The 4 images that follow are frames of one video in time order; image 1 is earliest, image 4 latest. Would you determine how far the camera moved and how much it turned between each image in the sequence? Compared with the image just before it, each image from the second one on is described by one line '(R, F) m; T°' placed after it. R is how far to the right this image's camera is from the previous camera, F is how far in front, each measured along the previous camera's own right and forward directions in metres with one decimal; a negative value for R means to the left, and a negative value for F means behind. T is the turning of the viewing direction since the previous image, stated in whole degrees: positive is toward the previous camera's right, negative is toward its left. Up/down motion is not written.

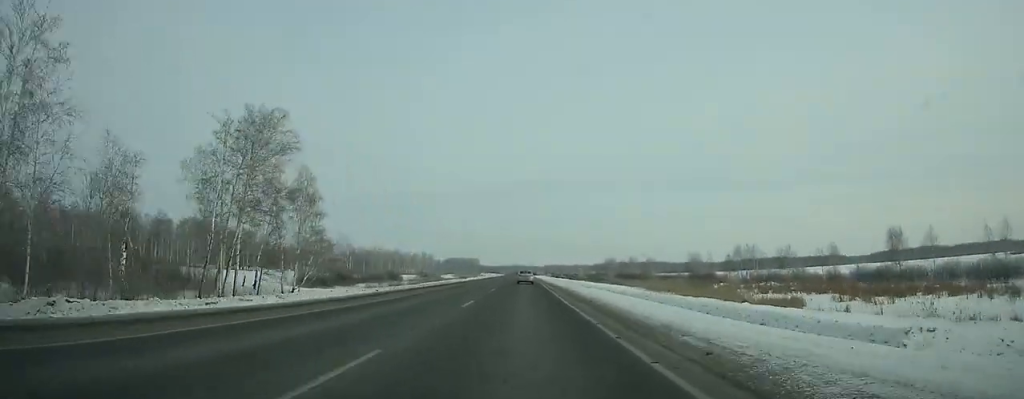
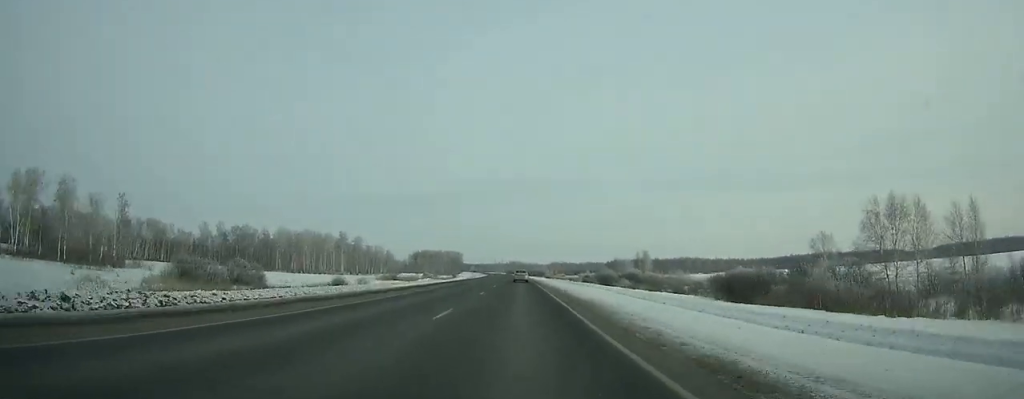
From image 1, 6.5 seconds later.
(-0.4, +200.4) m; -1°
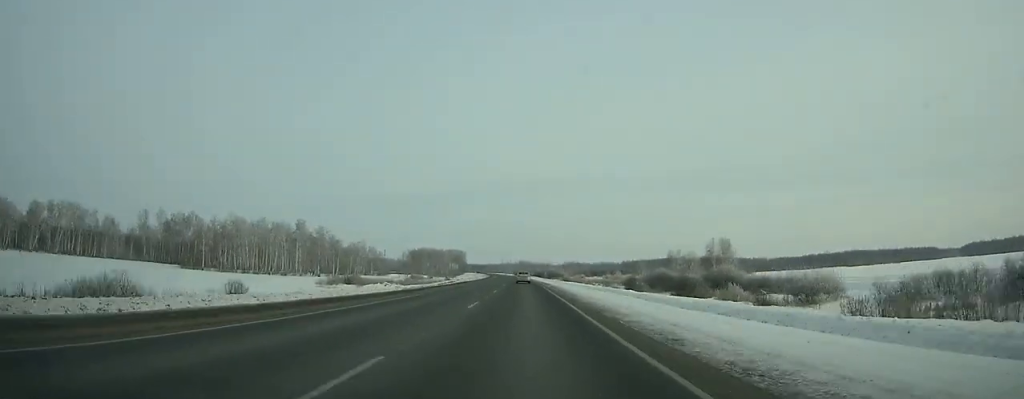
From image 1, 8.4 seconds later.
(-0.1, +59.2) m; -1°
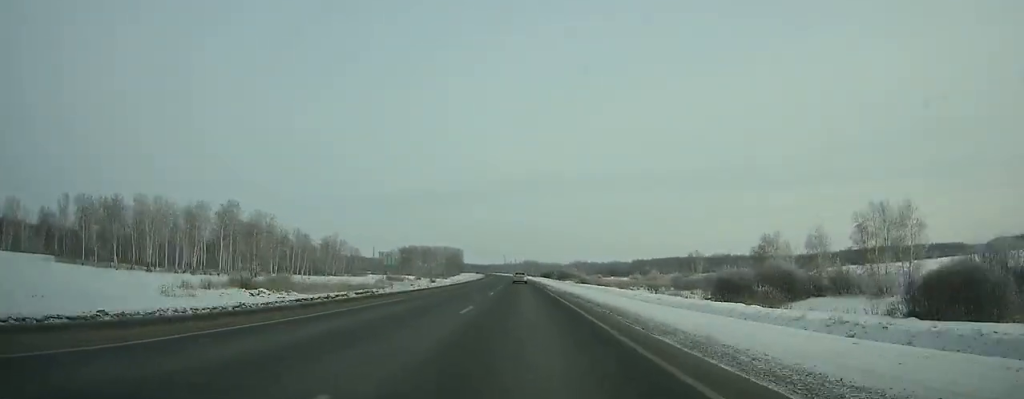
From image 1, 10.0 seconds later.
(-0.3, +50.1) m; -1°
